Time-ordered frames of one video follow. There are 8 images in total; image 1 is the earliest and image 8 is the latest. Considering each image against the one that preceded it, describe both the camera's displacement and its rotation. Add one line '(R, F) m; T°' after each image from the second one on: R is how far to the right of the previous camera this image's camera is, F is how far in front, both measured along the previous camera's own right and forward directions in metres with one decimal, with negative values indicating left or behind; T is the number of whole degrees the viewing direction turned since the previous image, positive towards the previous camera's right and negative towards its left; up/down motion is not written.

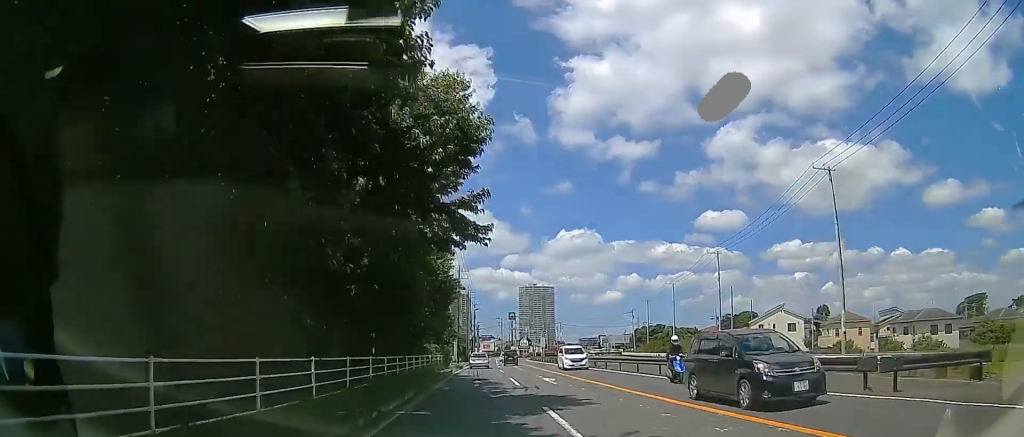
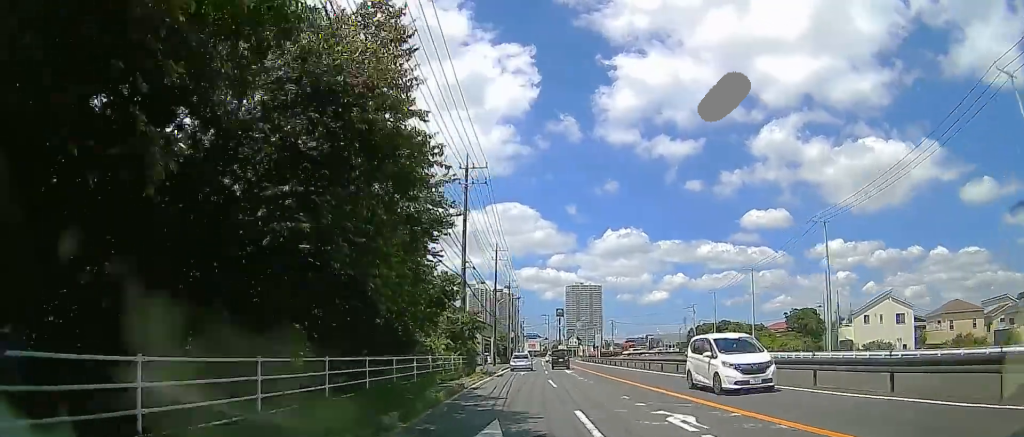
(-0.3, +16.3) m; -7°
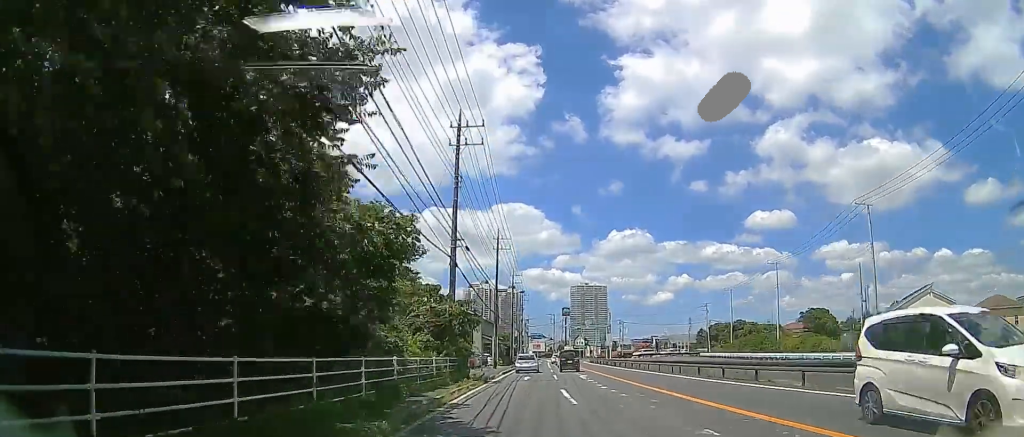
(-0.4, +6.8) m; -2°
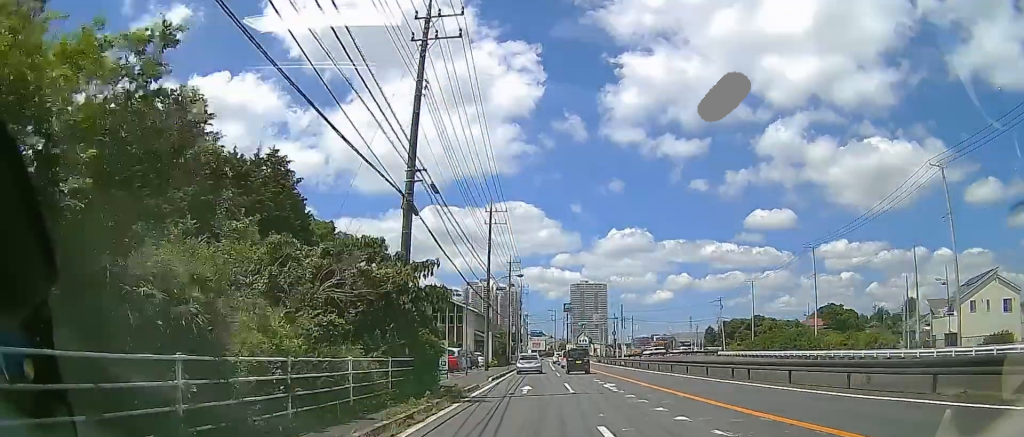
(-0.5, +10.7) m; 0°
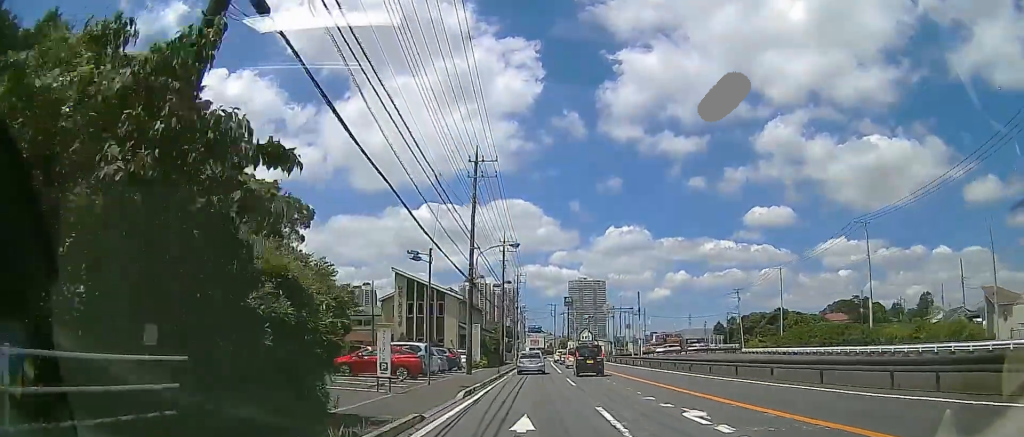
(+0.8, +11.9) m; 0°
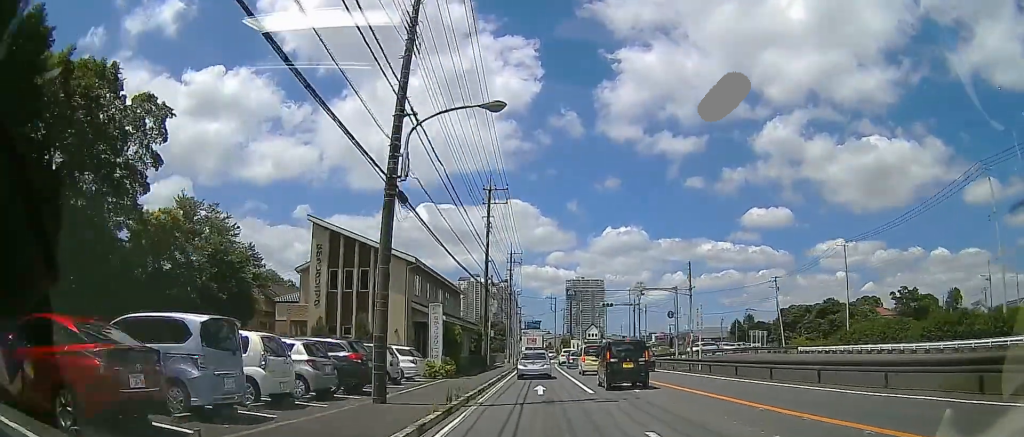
(-0.1, +20.0) m; +4°
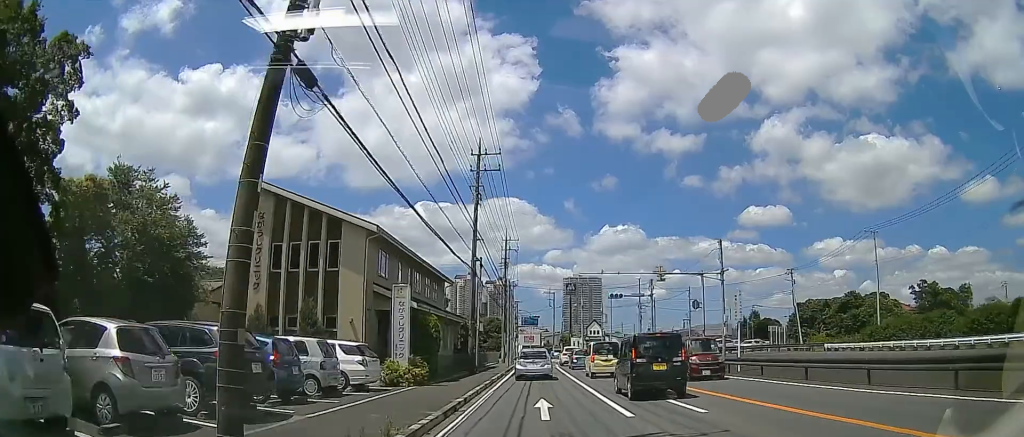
(+0.2, +7.6) m; +1°
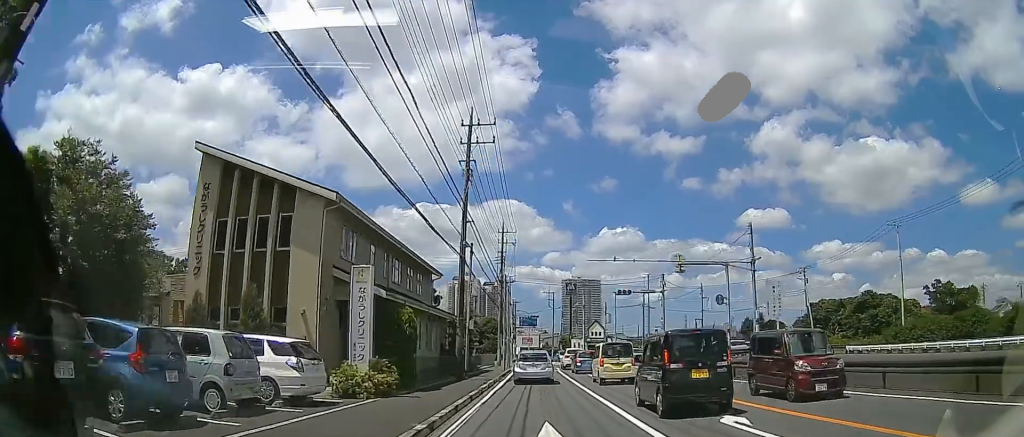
(0.0, +5.1) m; 0°
